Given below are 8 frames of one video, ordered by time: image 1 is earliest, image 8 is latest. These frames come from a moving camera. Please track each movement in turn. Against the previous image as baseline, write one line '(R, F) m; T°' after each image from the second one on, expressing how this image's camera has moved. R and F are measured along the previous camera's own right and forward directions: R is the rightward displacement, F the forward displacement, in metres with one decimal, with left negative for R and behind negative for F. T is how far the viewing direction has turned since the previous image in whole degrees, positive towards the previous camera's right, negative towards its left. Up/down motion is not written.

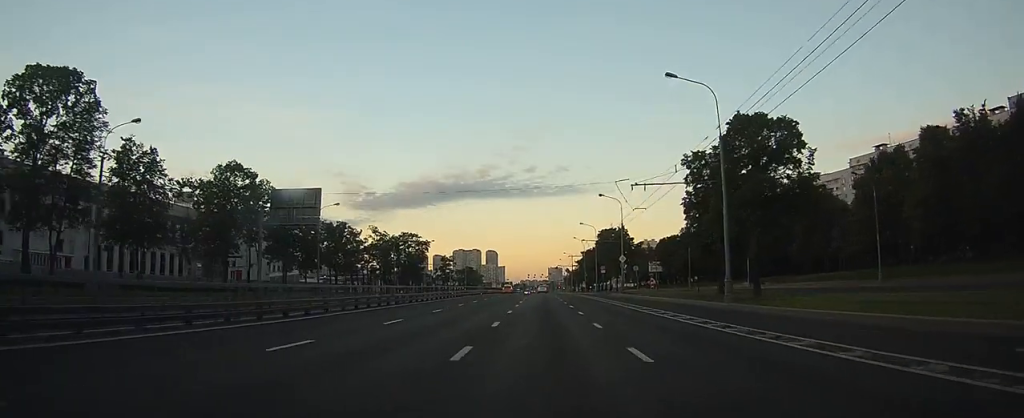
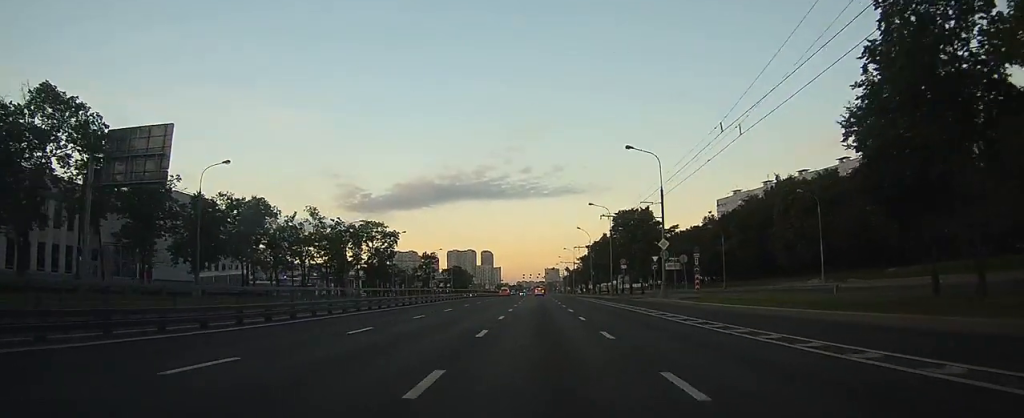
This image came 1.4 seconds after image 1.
(0.0, +26.7) m; 0°
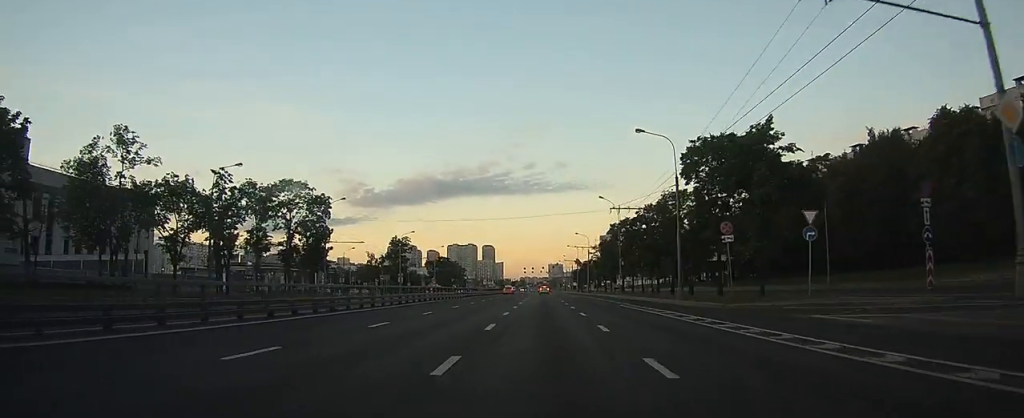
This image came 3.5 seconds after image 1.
(+0.1, +38.8) m; 0°
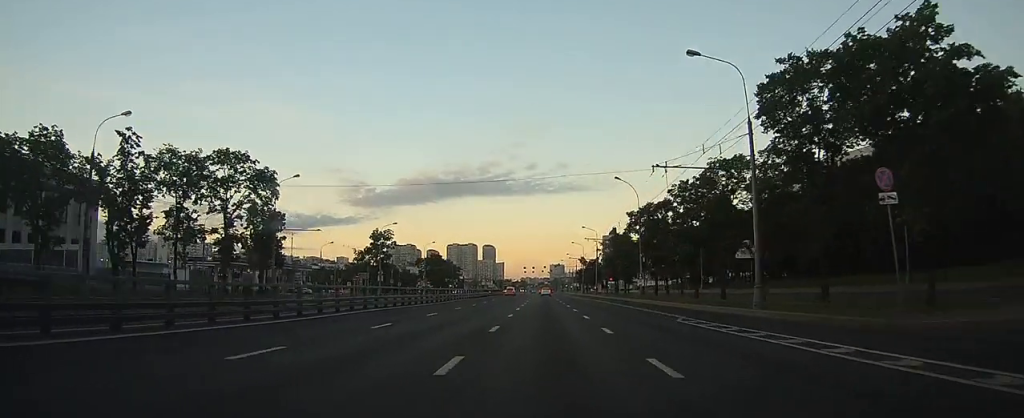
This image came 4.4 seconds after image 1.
(-0.1, +16.1) m; 0°
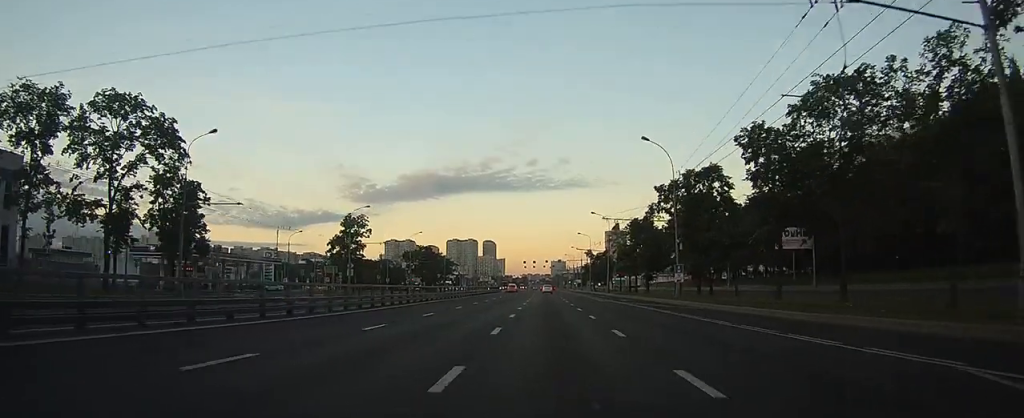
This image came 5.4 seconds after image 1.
(+0.1, +17.6) m; 0°
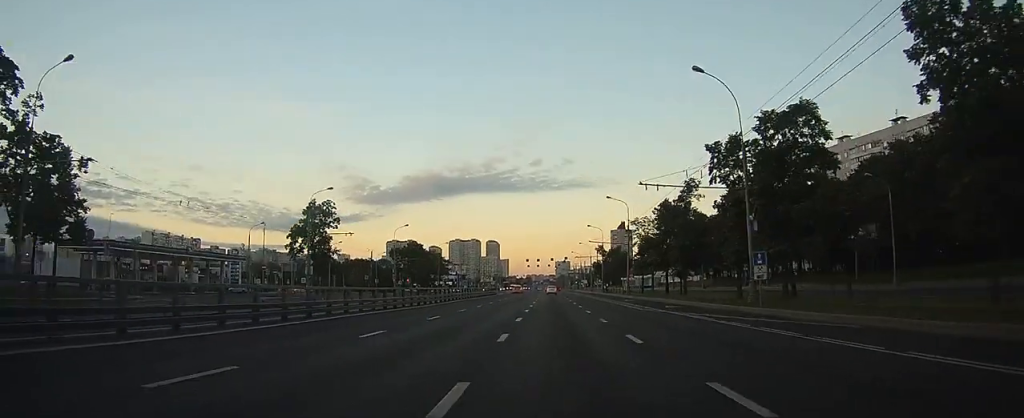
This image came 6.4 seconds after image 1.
(-0.2, +17.3) m; -1°
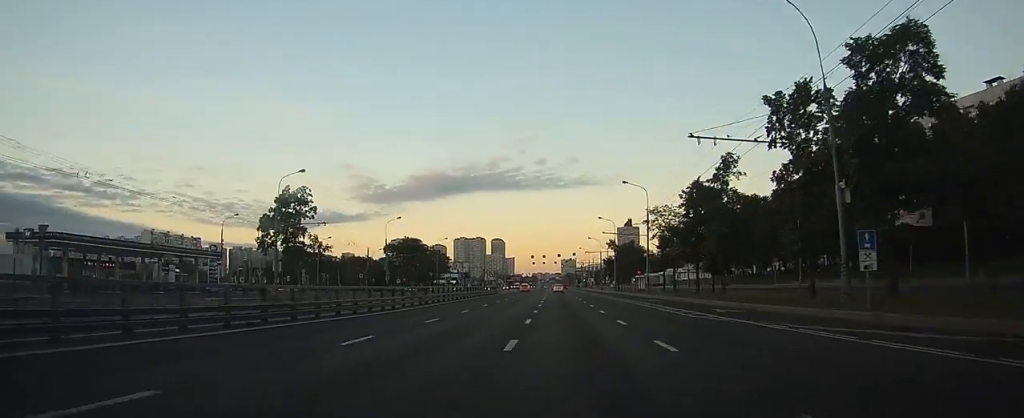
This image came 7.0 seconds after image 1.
(-0.1, +10.3) m; 0°
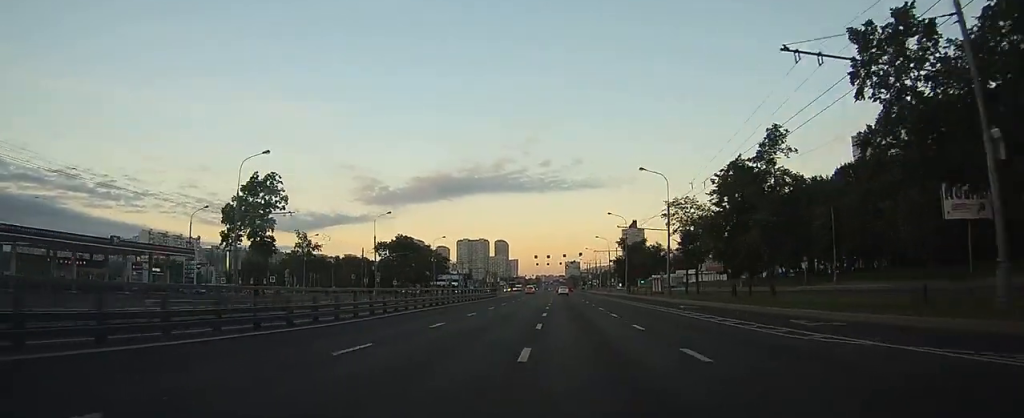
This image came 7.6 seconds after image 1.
(-0.1, +9.1) m; 0°
